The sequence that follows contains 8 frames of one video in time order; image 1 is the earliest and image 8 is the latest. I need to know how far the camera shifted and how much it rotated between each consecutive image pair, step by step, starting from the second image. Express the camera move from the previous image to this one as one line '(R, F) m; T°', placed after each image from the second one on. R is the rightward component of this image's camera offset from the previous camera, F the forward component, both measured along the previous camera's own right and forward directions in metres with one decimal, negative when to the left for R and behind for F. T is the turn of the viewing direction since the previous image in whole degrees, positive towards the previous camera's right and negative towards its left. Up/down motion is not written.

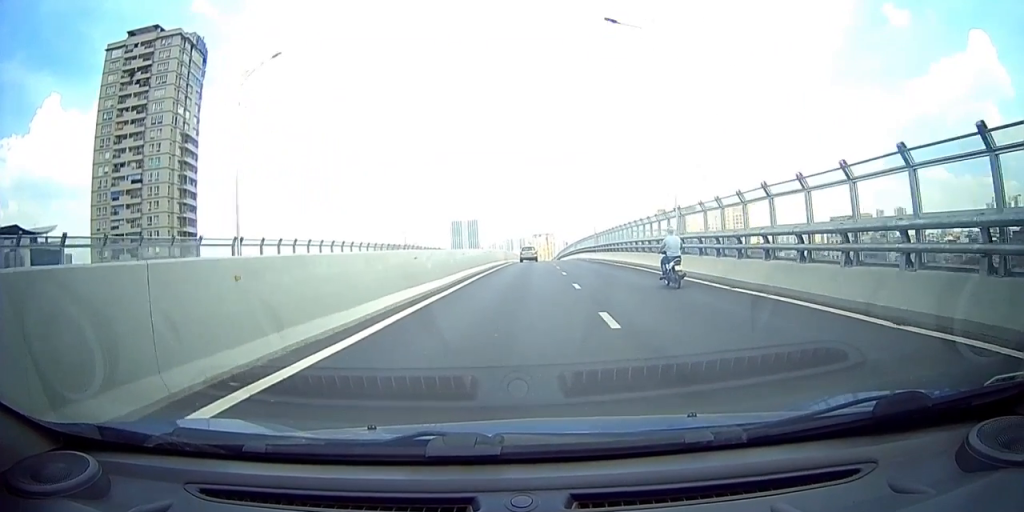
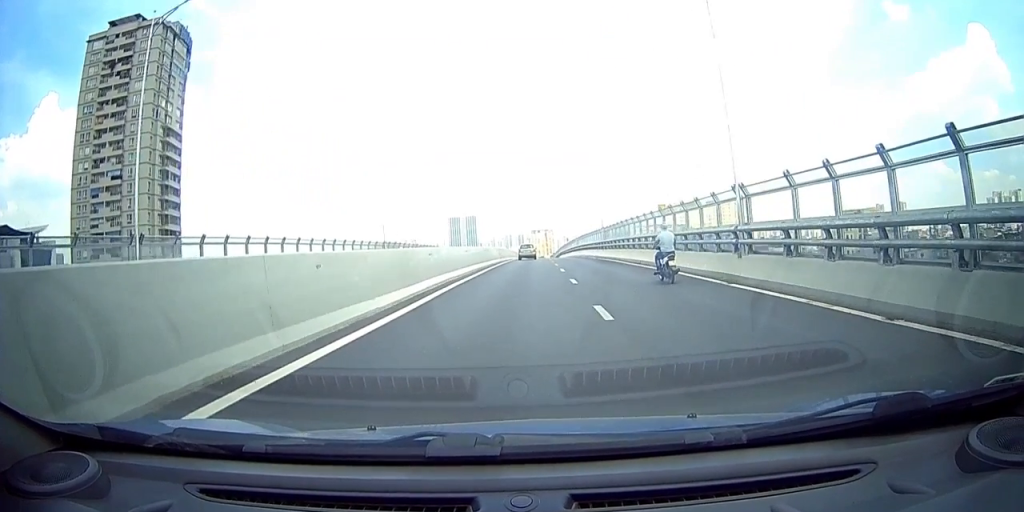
(0.0, +7.5) m; 0°
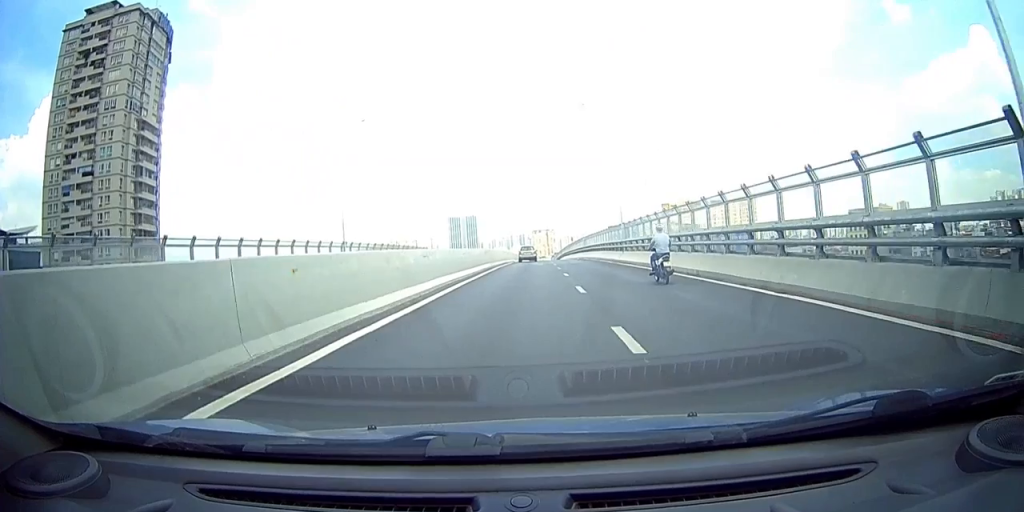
(0.0, +9.8) m; 0°
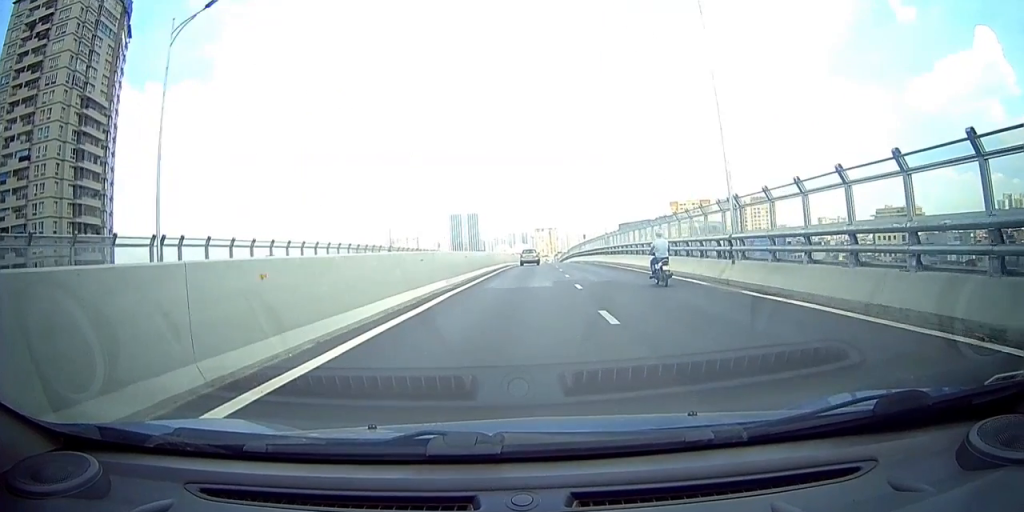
(-0.1, +18.9) m; 0°
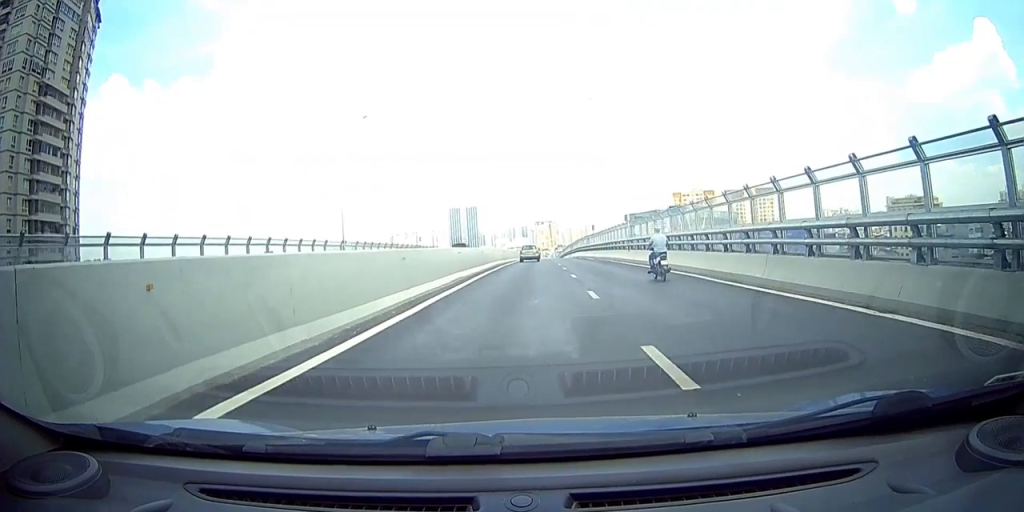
(0.0, +10.6) m; 0°
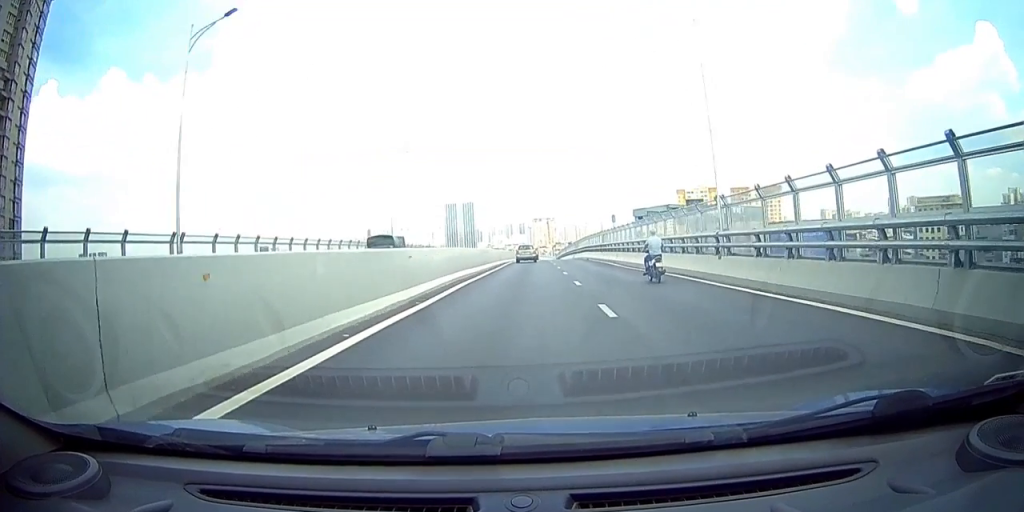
(0.0, +16.0) m; 0°
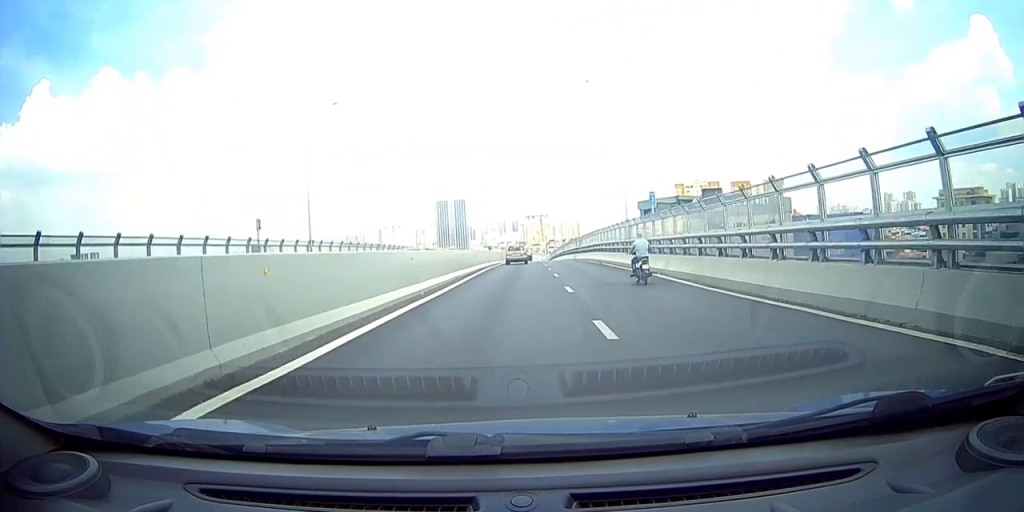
(0.0, +14.8) m; 0°
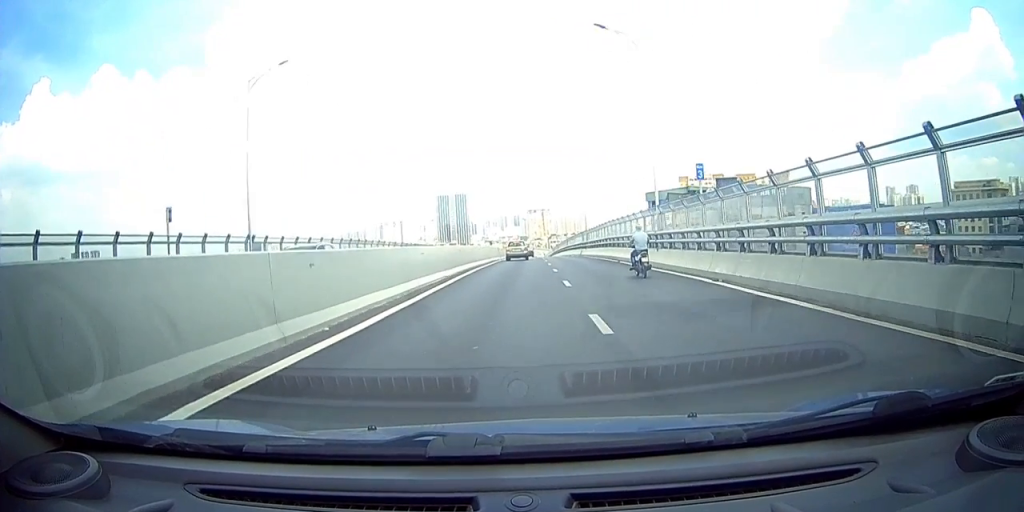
(0.0, +6.5) m; 0°
